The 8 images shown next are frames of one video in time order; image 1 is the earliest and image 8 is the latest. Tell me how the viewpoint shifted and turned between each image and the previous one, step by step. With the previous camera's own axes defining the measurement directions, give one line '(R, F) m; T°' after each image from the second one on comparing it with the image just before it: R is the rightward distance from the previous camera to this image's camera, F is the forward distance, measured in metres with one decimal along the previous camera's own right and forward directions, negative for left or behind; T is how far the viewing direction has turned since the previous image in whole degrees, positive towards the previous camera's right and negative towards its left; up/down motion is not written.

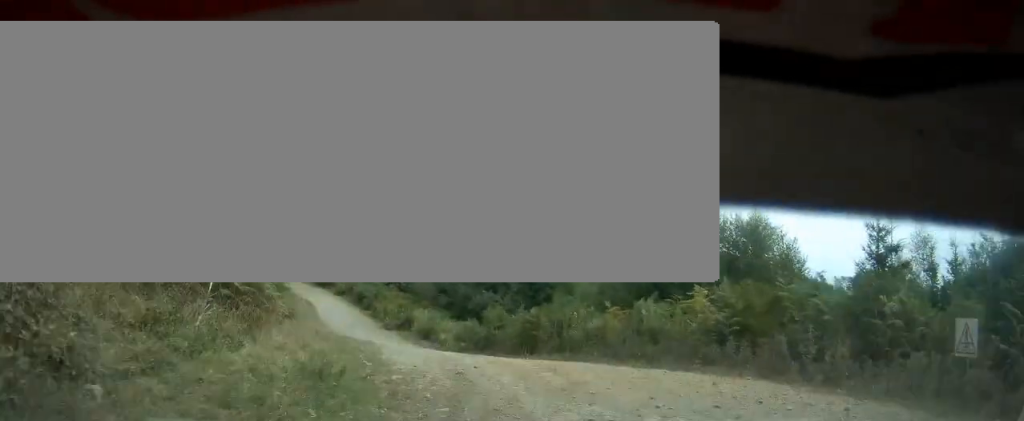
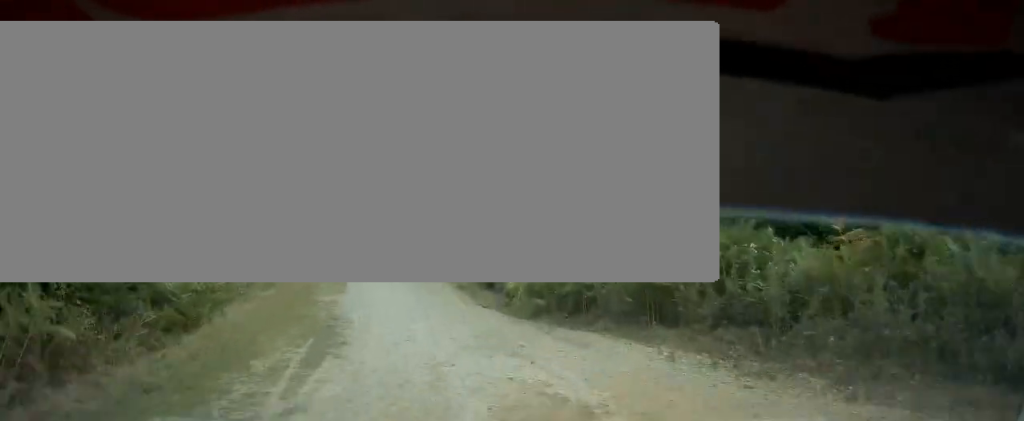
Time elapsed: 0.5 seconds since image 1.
(-1.5, +11.4) m; -4°
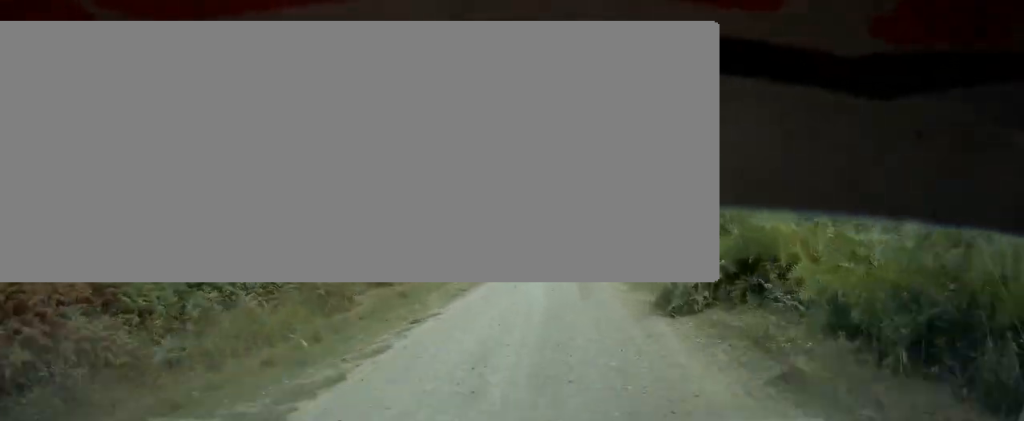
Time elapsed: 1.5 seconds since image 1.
(-1.1, +21.1) m; -5°
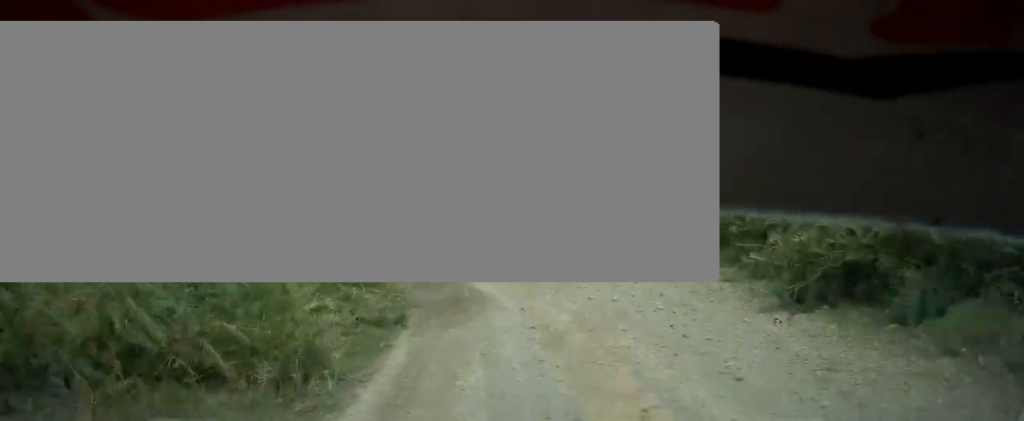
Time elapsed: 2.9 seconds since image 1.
(-1.2, +28.7) m; -9°
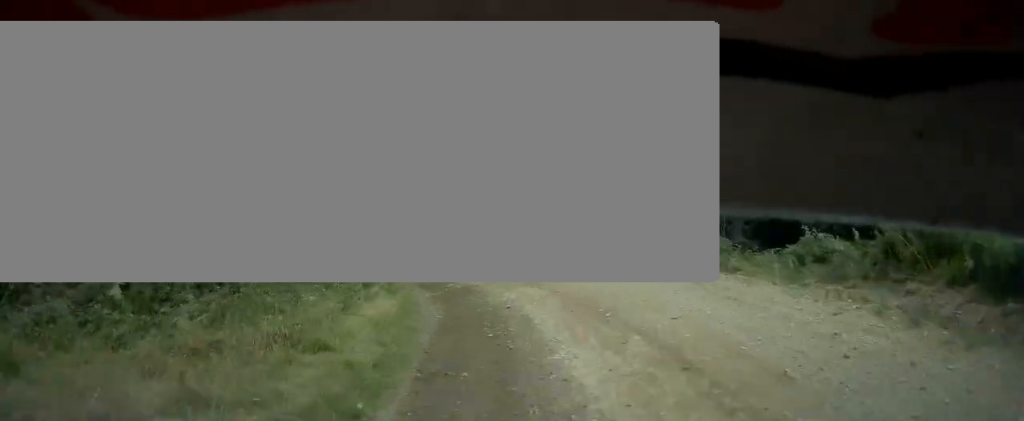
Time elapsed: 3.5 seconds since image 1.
(-1.0, +12.2) m; -12°
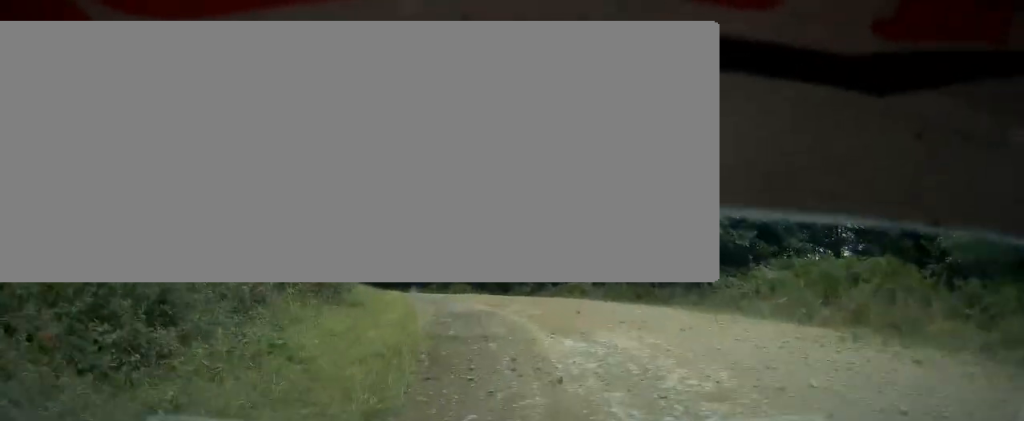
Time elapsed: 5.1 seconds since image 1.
(-10.1, +23.4) m; -58°
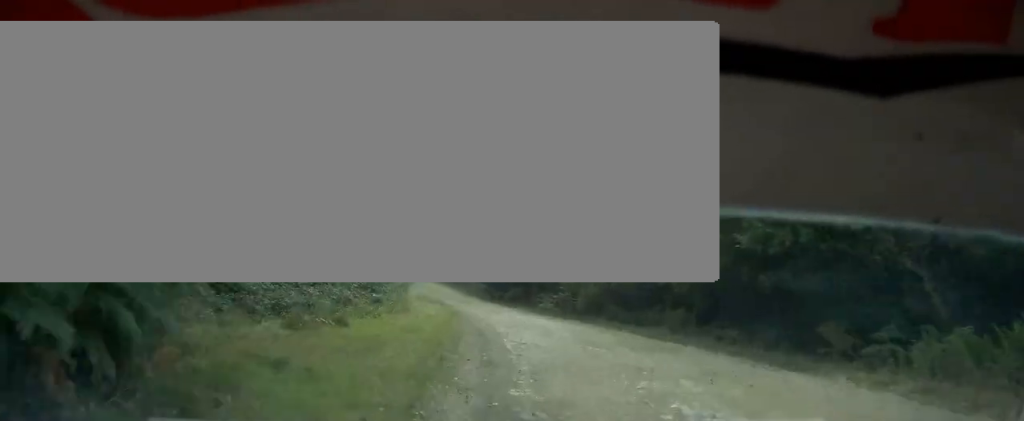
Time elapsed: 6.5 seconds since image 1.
(-9.4, +22.1) m; -31°
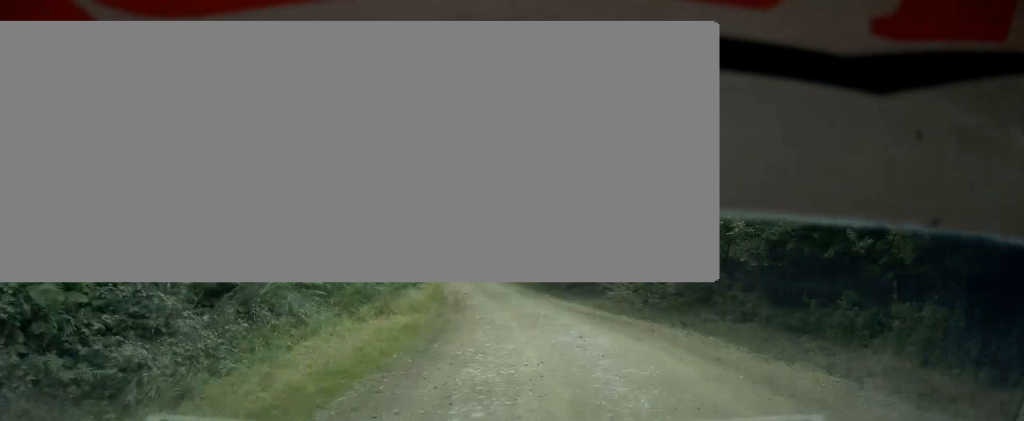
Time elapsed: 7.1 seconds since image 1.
(-0.8, +12.6) m; -6°
